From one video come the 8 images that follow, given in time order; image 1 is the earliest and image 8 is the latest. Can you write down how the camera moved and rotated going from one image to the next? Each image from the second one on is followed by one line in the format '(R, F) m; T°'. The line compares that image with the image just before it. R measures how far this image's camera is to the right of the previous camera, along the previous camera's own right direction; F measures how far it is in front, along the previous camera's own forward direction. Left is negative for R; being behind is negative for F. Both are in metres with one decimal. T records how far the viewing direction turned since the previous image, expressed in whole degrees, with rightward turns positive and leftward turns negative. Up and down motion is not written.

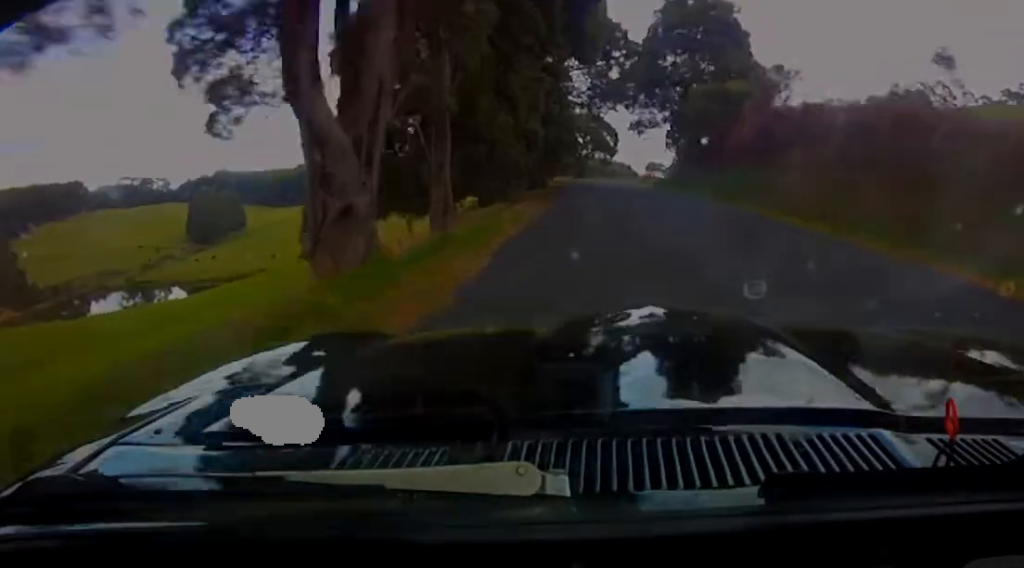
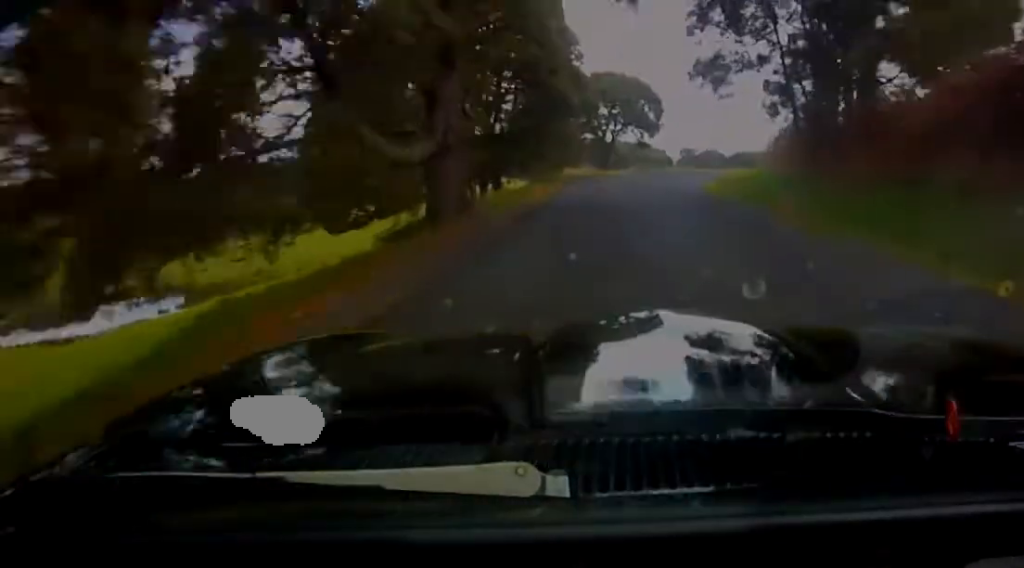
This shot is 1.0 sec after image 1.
(-0.3, +29.6) m; 0°
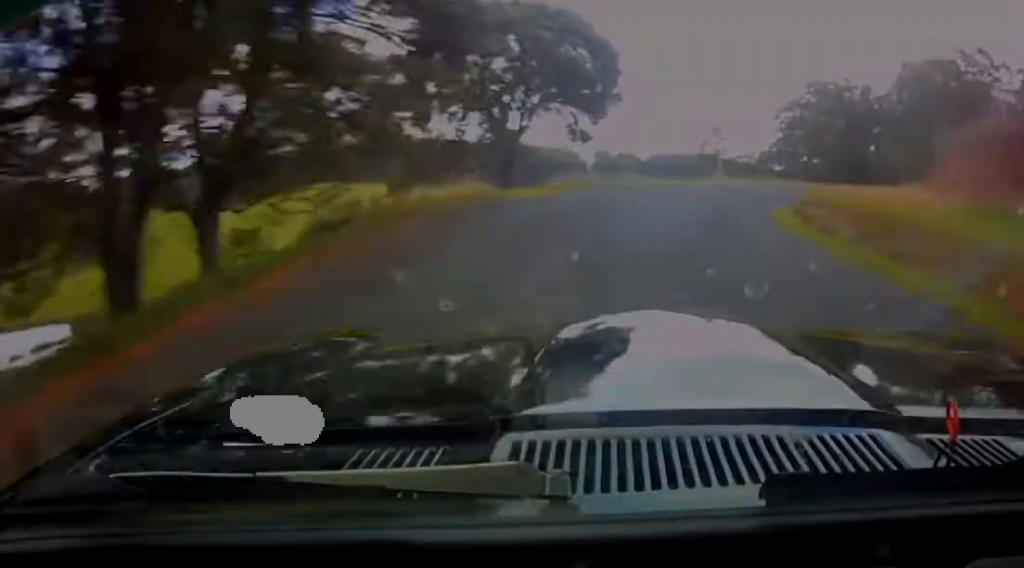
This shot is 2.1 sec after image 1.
(+0.7, +31.4) m; +9°
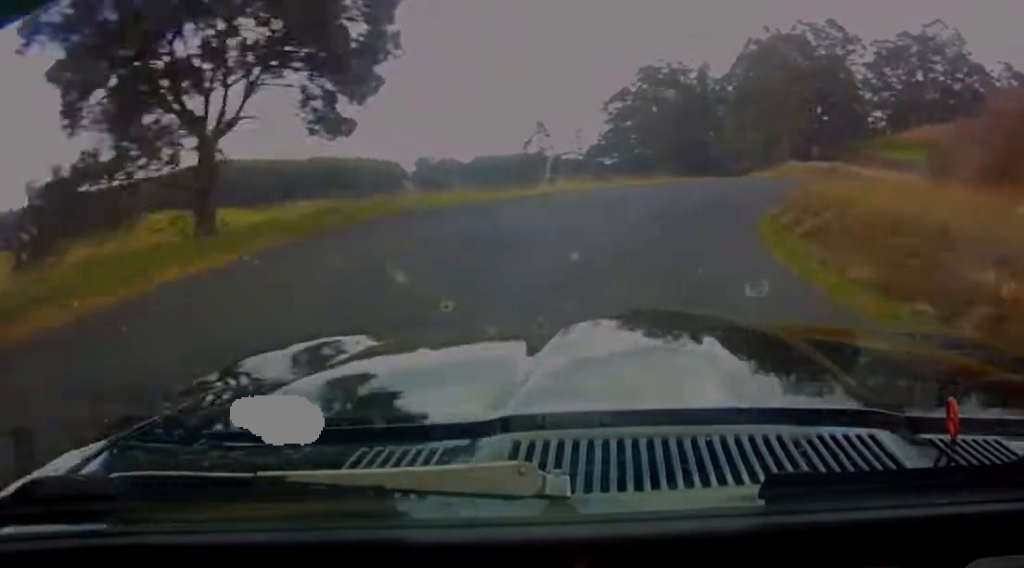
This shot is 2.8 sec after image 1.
(+0.1, +17.4) m; +14°
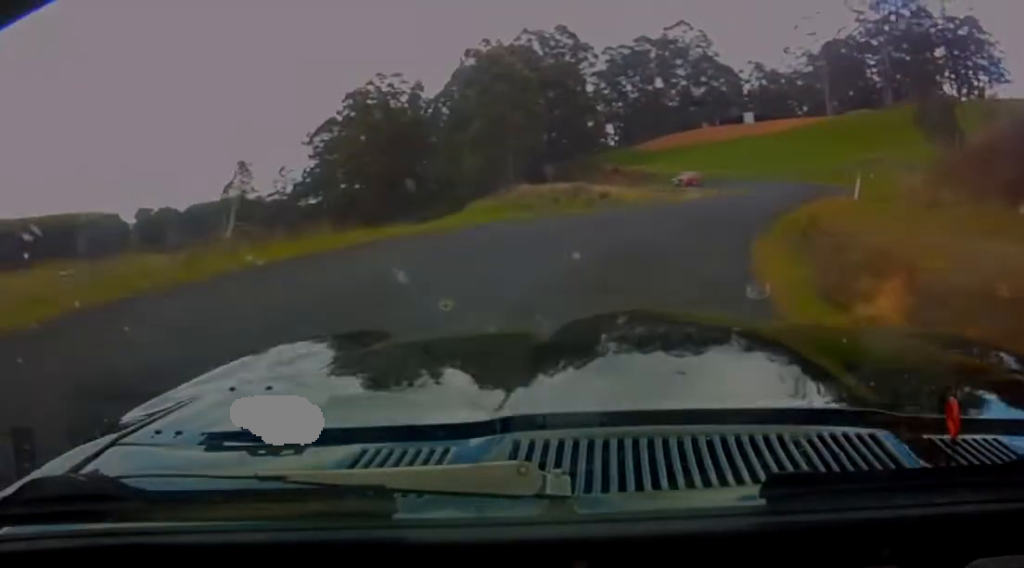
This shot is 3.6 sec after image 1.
(+5.4, +21.2) m; +22°
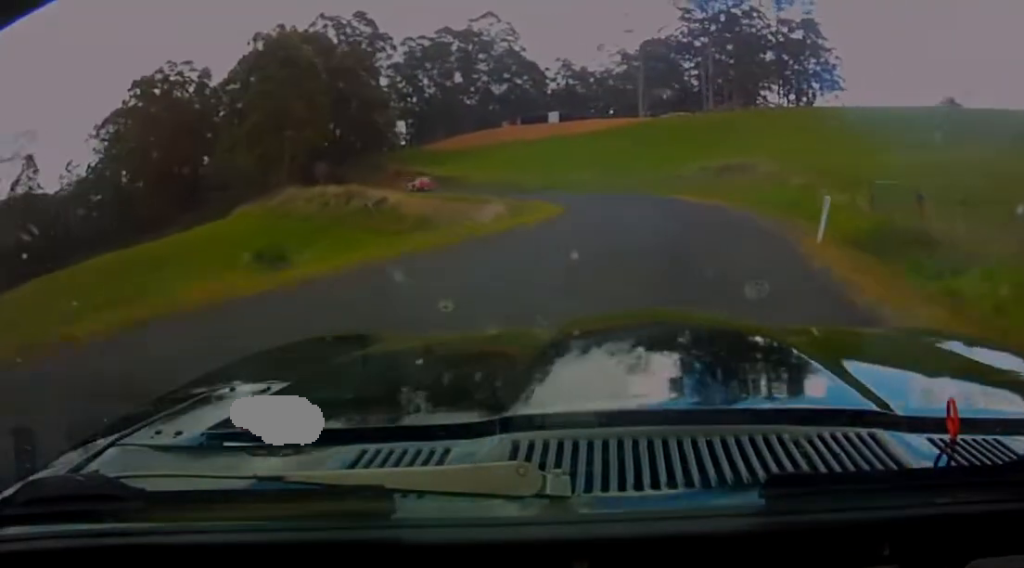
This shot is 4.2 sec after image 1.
(+2.3, +15.6) m; +10°
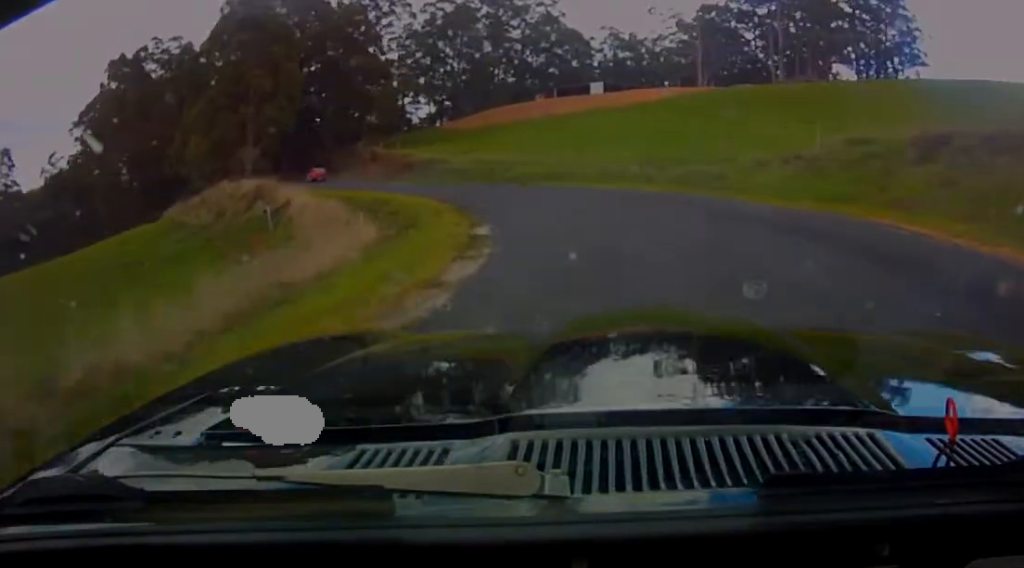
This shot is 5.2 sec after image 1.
(+2.9, +27.0) m; -2°
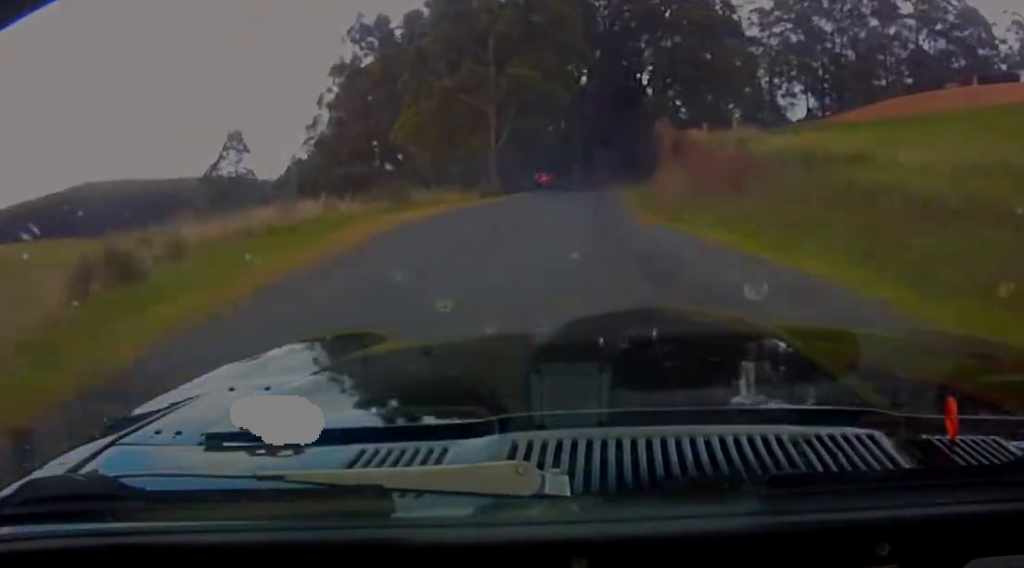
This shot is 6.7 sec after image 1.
(-9.2, +37.3) m; -27°
